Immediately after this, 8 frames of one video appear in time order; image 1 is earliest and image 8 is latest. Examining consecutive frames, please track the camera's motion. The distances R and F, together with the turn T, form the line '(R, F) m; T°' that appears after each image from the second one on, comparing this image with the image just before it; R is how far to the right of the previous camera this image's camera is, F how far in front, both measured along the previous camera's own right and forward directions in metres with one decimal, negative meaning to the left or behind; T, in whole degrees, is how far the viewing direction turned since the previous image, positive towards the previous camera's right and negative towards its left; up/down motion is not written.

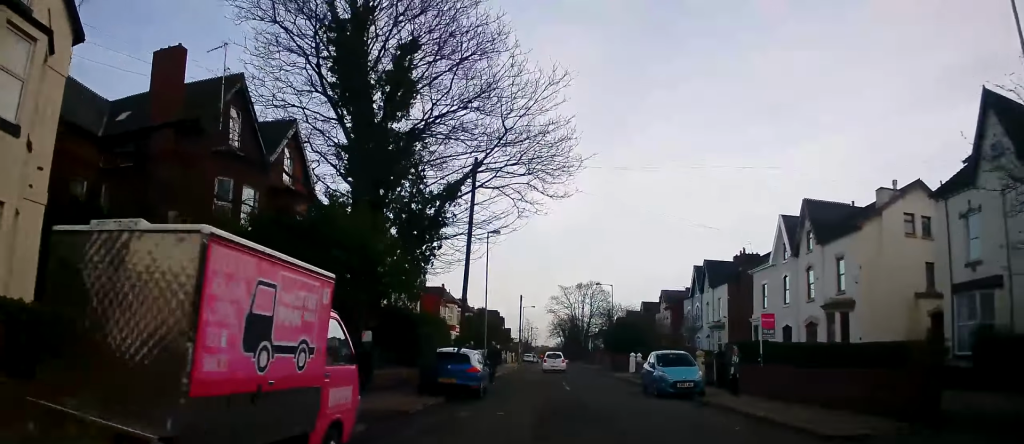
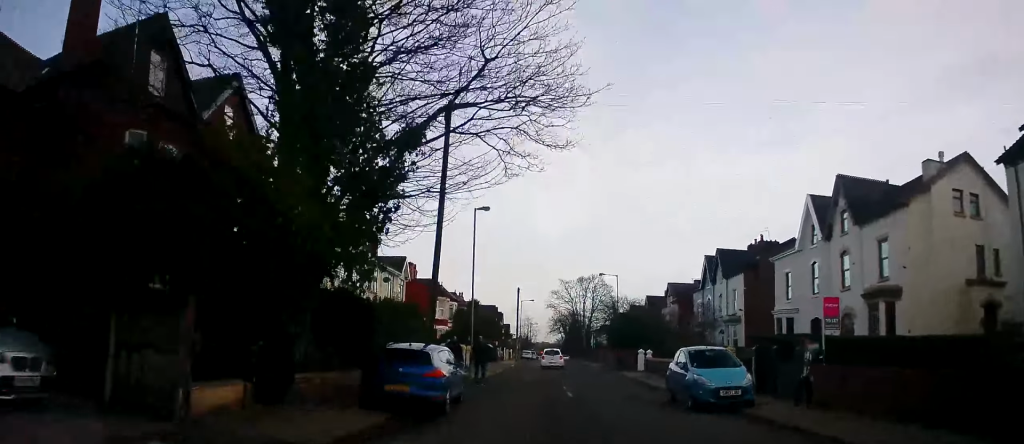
(0.0, +5.1) m; -1°
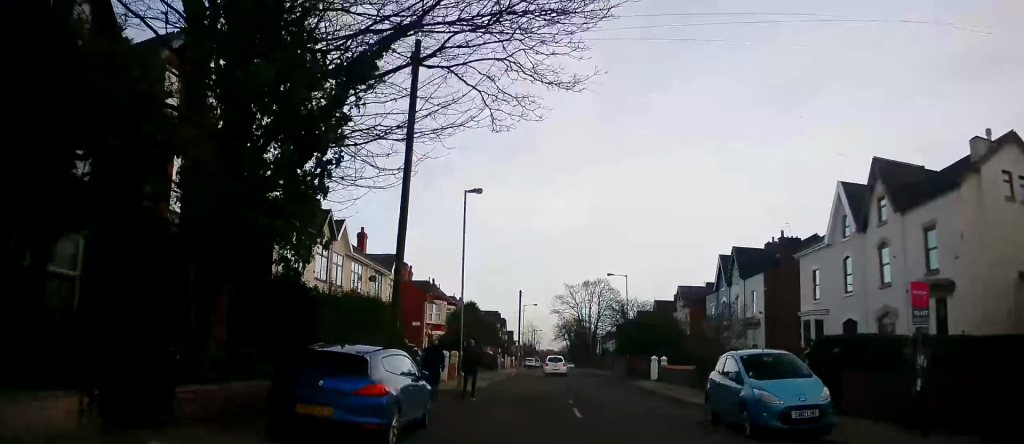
(-0.2, +4.2) m; 0°
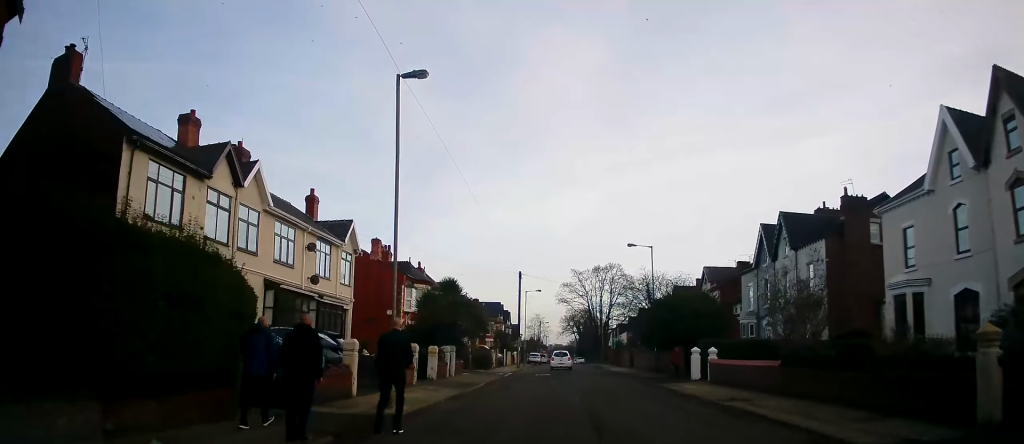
(+0.2, +10.6) m; 0°
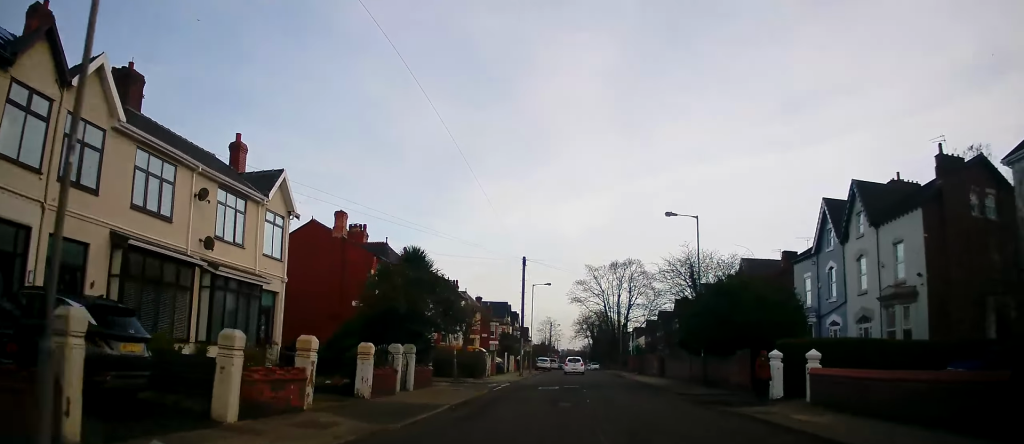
(-0.2, +10.1) m; -2°
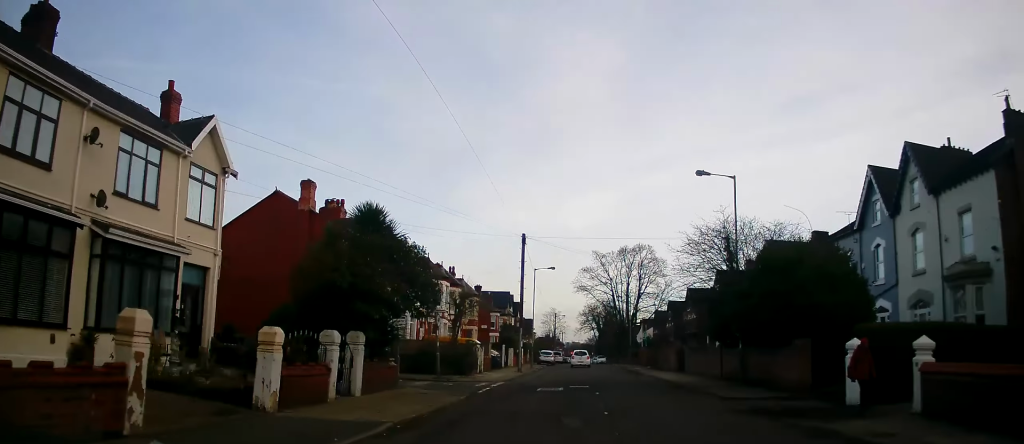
(0.0, +5.5) m; 0°
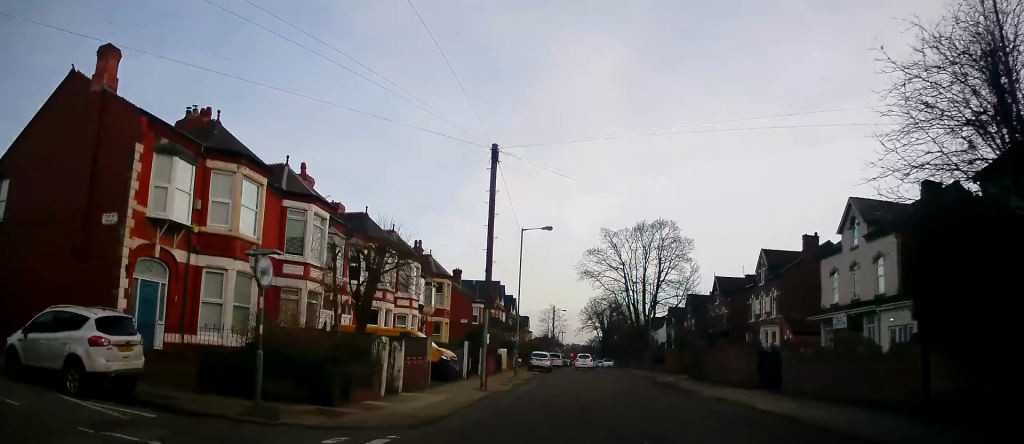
(0.0, +16.2) m; +1°
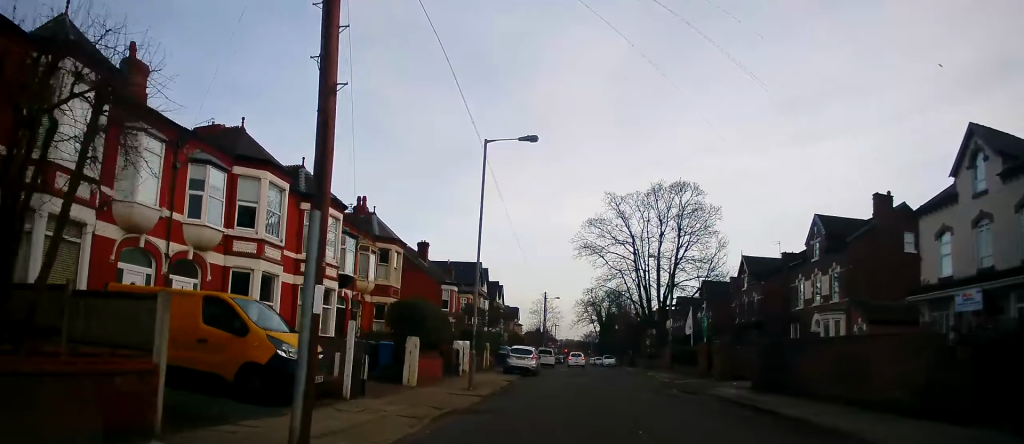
(+0.4, +13.4) m; +2°
